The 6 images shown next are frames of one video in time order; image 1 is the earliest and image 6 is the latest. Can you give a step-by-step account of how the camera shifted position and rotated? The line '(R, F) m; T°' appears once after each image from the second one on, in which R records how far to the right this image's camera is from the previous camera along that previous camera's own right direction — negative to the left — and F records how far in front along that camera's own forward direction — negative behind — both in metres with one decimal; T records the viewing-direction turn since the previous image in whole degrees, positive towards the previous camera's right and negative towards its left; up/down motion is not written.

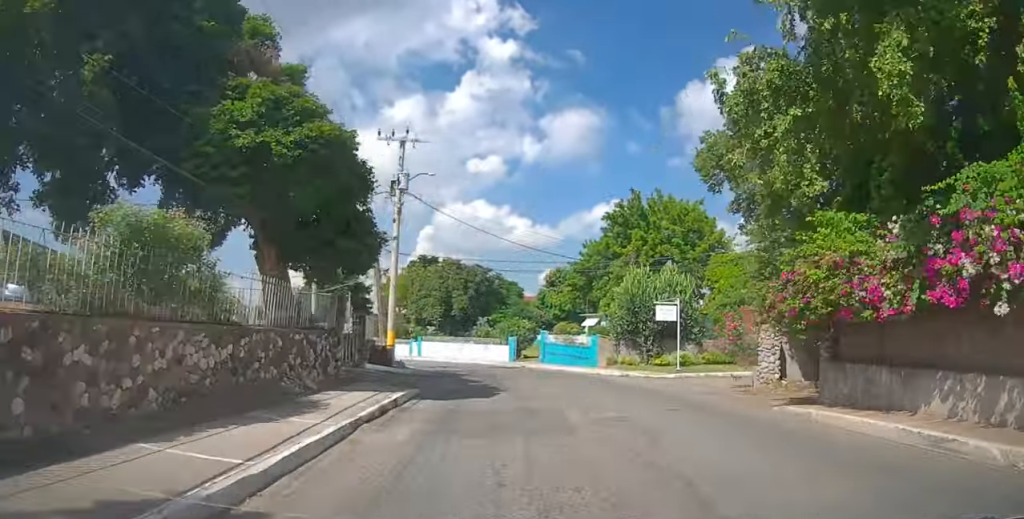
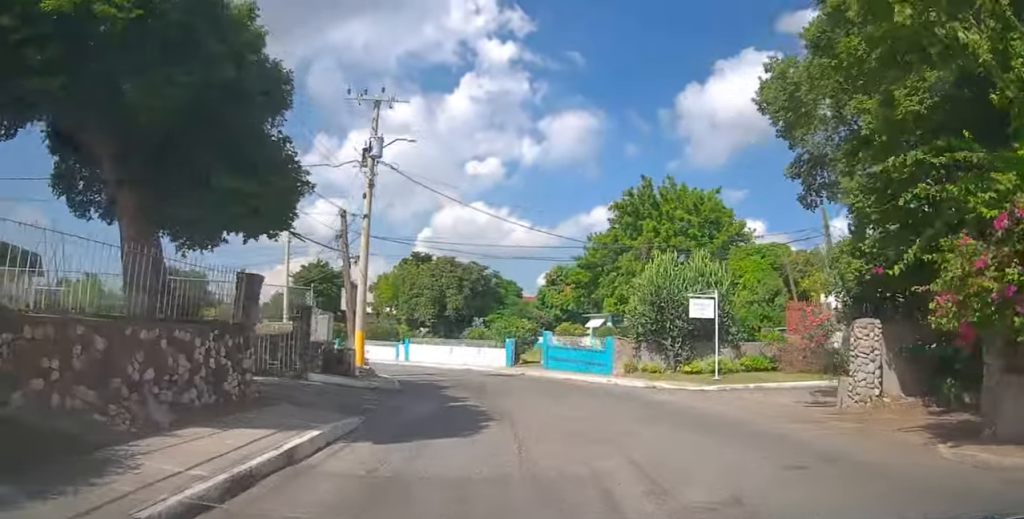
(+0.1, +4.9) m; 0°
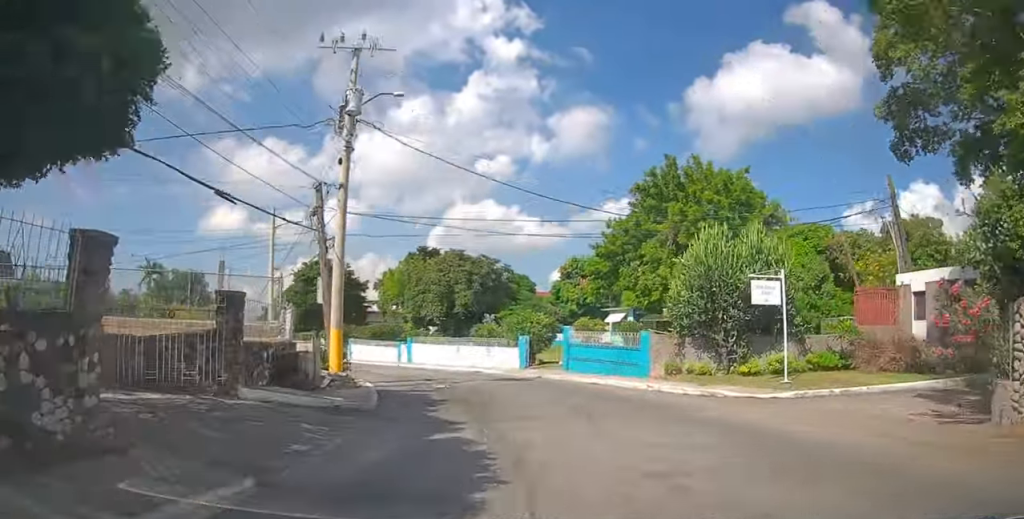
(+0.1, +4.6) m; 0°
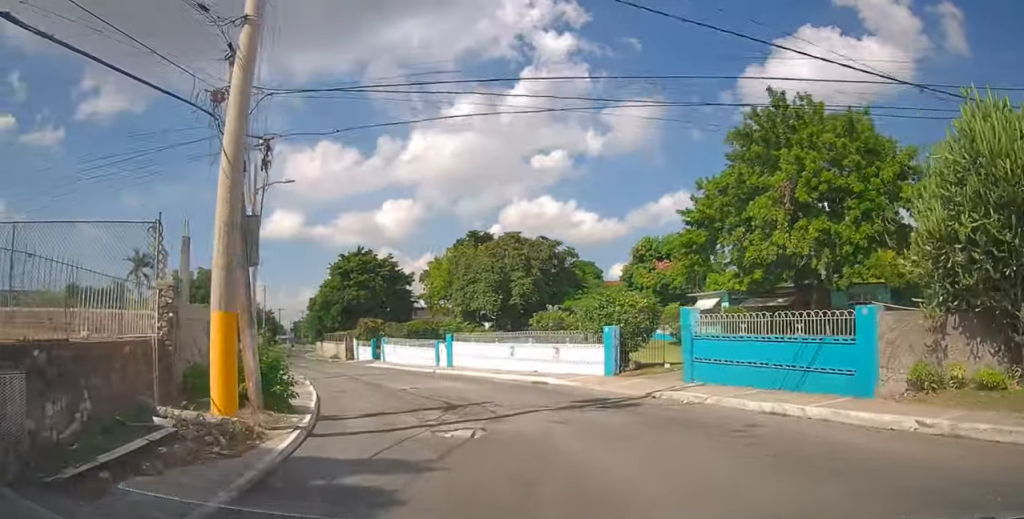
(-0.4, +10.4) m; -6°
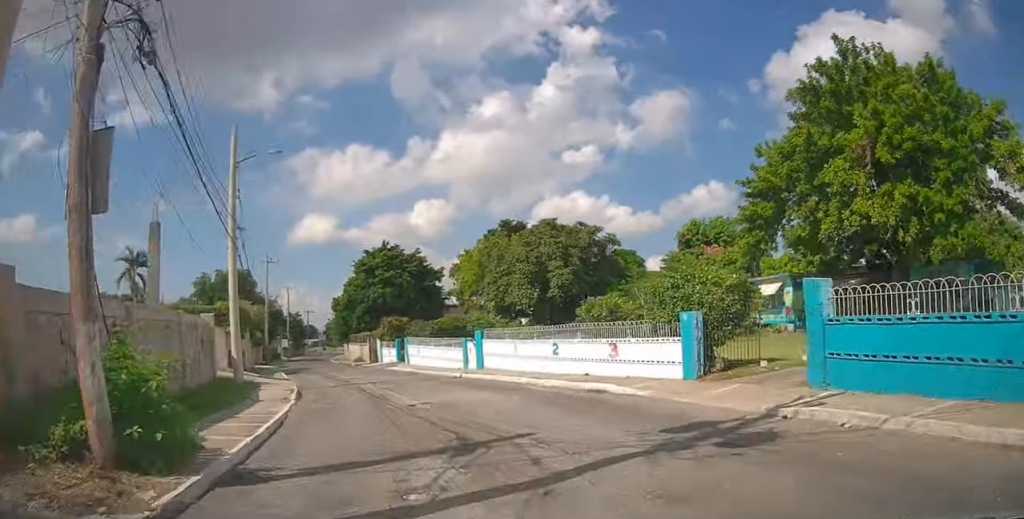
(-0.2, +4.7) m; -4°
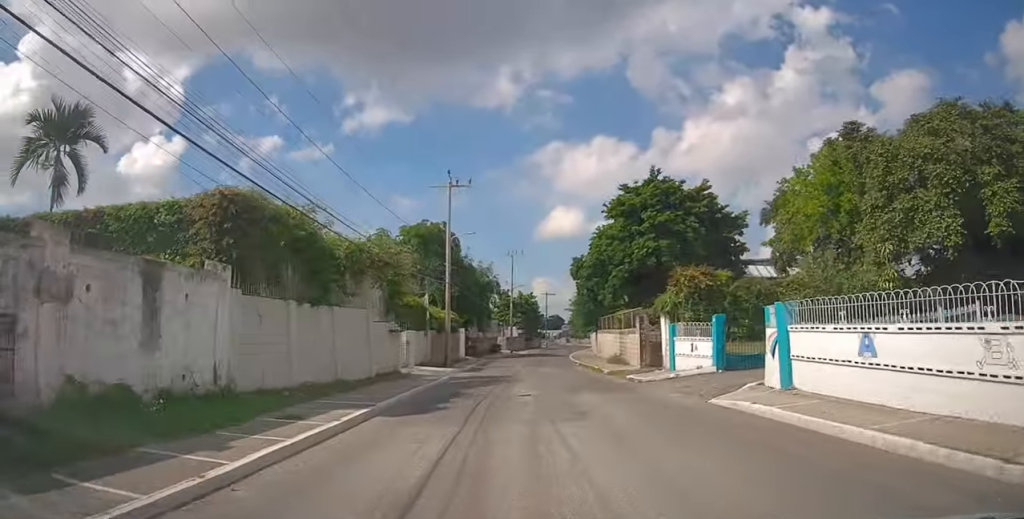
(-5.4, +24.6) m; -22°
